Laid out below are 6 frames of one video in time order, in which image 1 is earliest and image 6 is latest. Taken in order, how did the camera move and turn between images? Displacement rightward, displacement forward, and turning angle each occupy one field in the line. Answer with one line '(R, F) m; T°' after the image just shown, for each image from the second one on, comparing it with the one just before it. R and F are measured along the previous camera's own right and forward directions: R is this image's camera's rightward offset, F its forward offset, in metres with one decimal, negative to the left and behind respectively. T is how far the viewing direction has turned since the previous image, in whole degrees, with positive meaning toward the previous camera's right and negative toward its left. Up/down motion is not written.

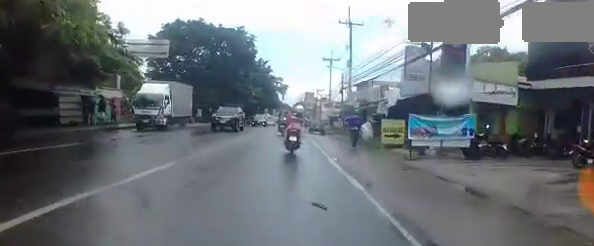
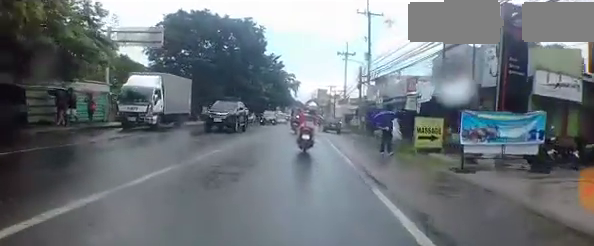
(0.0, +2.9) m; 0°
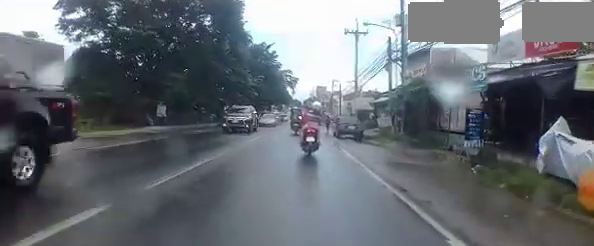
(+0.3, +10.4) m; +5°
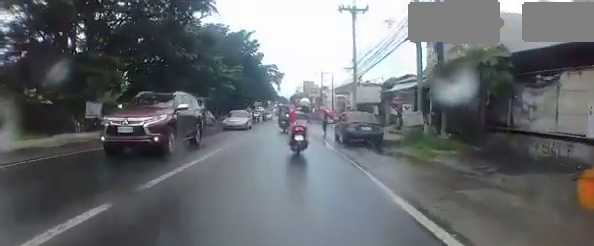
(+0.2, +6.3) m; 0°
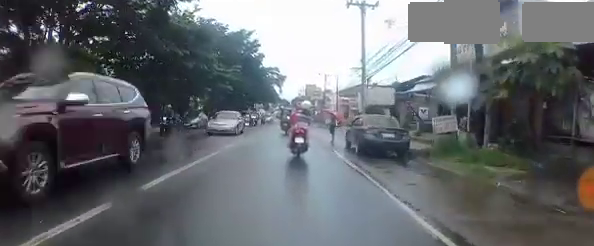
(-0.1, +2.8) m; -4°
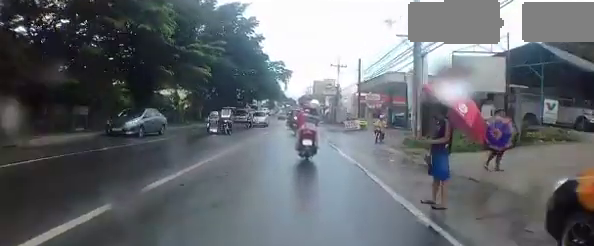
(-1.0, +10.5) m; -5°
